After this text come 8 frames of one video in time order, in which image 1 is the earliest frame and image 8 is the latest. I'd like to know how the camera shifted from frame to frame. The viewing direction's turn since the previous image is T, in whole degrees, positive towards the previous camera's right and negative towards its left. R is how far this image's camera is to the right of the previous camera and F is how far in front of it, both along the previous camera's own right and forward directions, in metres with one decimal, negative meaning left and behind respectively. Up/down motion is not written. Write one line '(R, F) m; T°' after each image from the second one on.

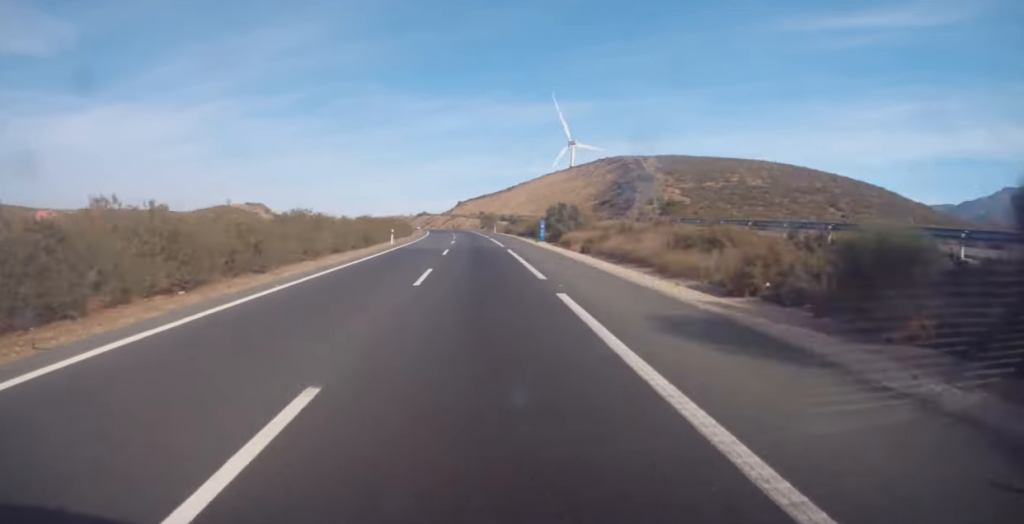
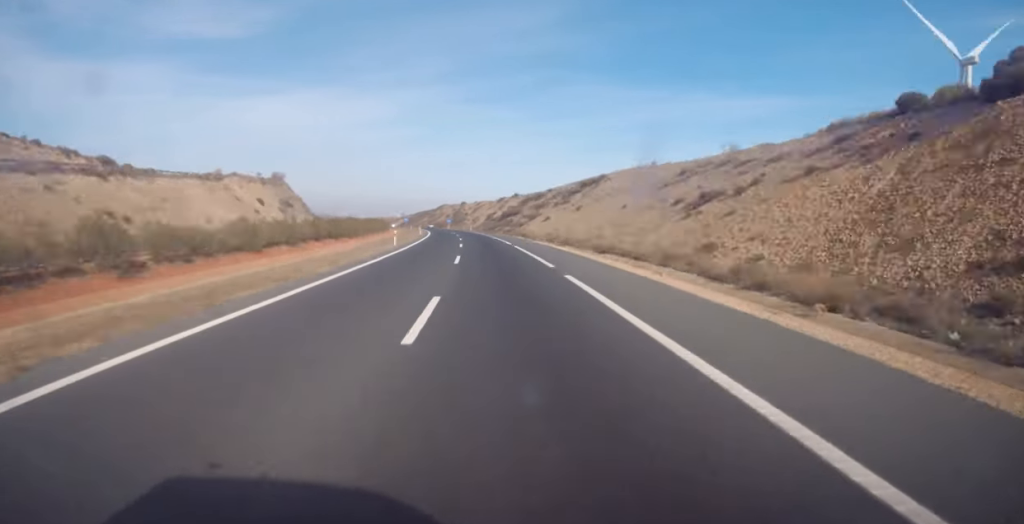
(-85.0, +479.7) m; -18°
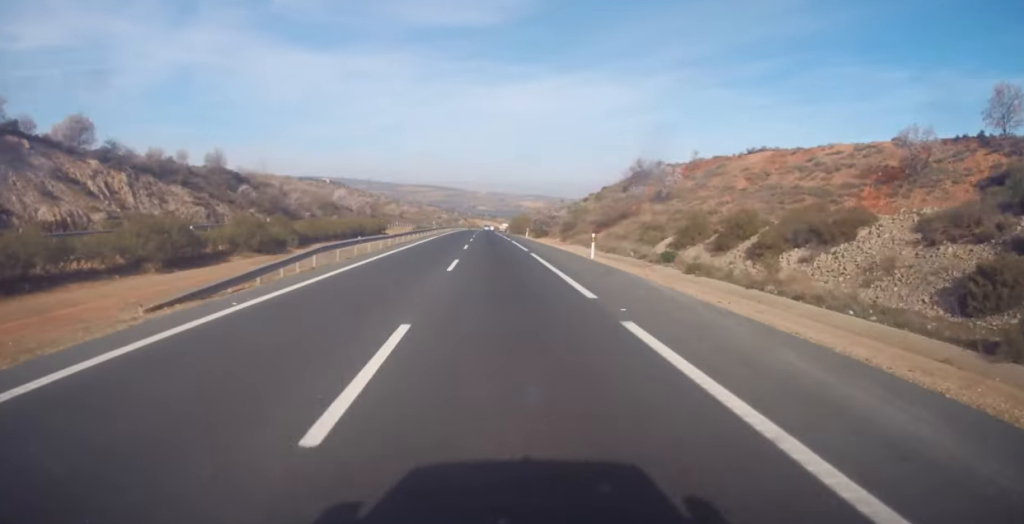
(-25.5, +331.5) m; -2°
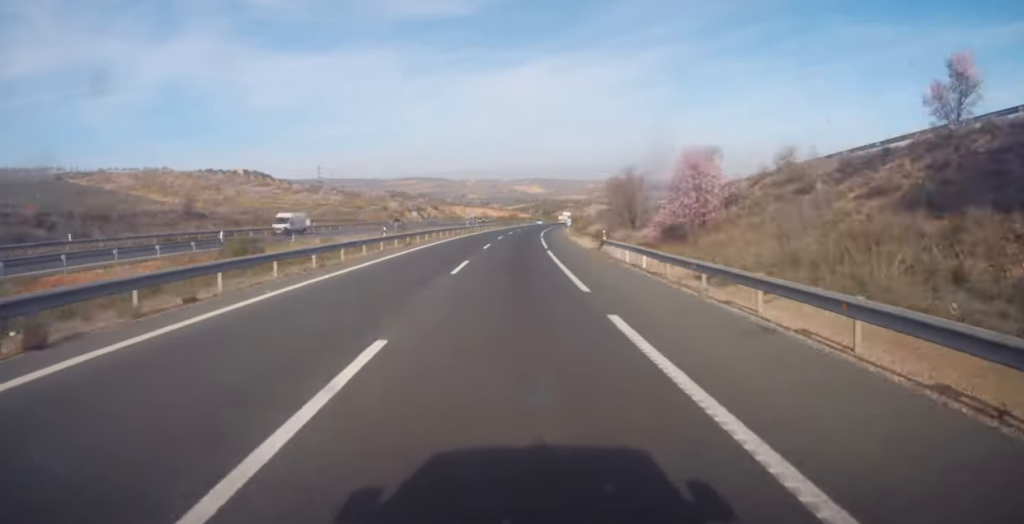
(+4.0, +152.2) m; +6°
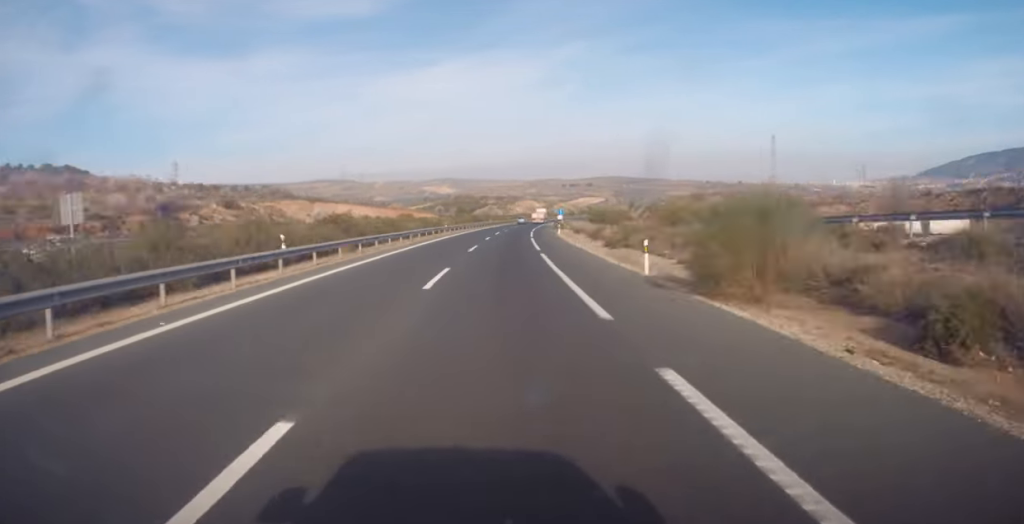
(+5.2, +108.4) m; +5°
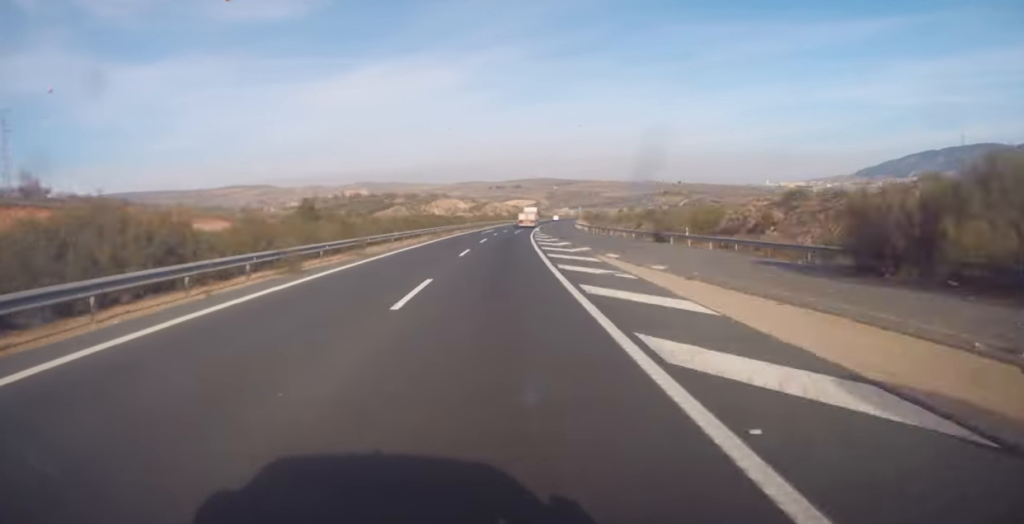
(+2.0, +106.1) m; +5°
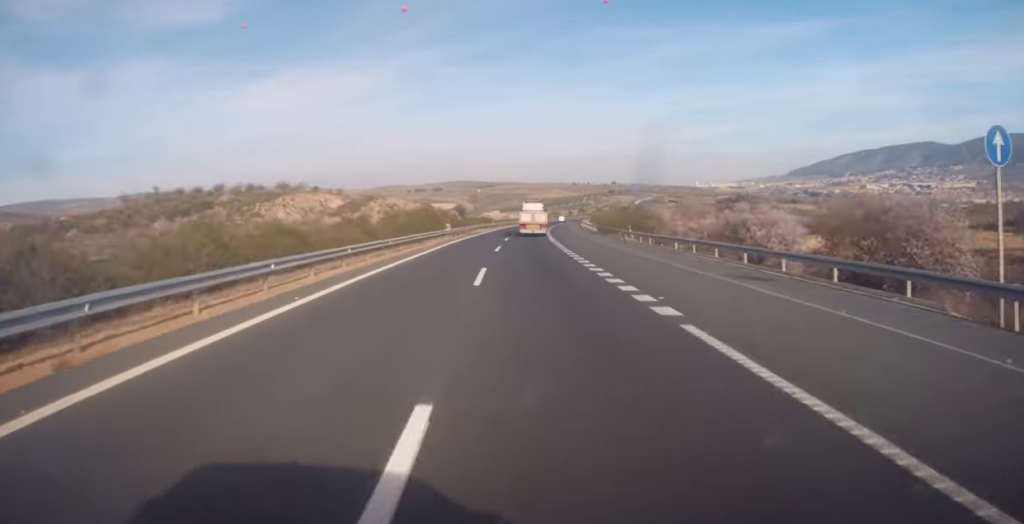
(+8.4, +125.8) m; +7°
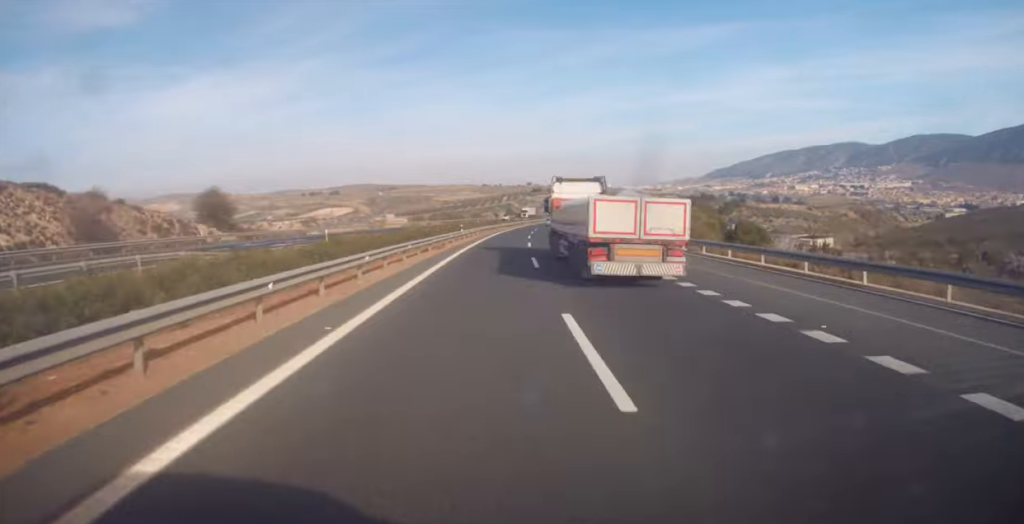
(+8.0, +134.8) m; +7°
